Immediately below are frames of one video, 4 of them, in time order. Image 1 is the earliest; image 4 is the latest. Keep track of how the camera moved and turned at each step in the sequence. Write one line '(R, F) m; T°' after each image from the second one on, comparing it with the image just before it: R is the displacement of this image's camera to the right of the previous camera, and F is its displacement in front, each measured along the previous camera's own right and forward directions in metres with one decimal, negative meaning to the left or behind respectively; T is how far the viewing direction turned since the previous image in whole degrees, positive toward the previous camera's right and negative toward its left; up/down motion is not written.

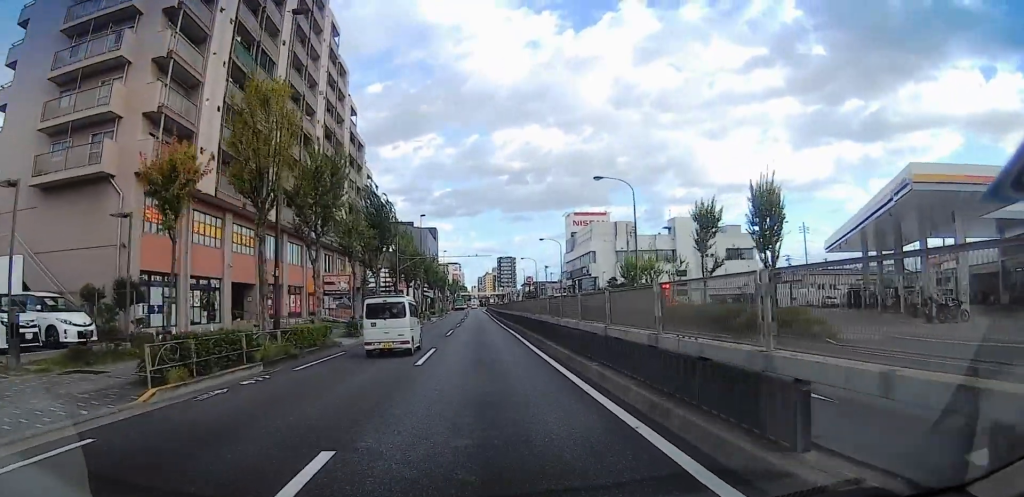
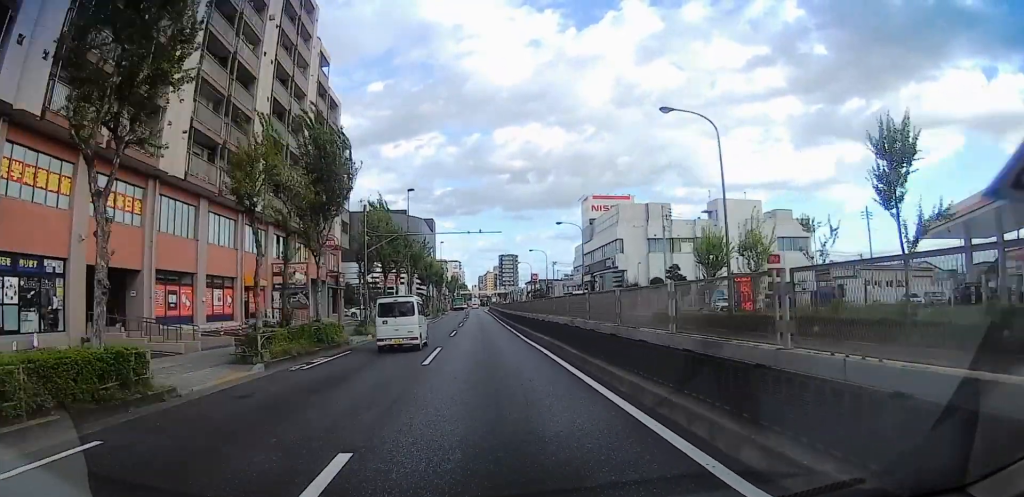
(0.0, +16.4) m; -1°
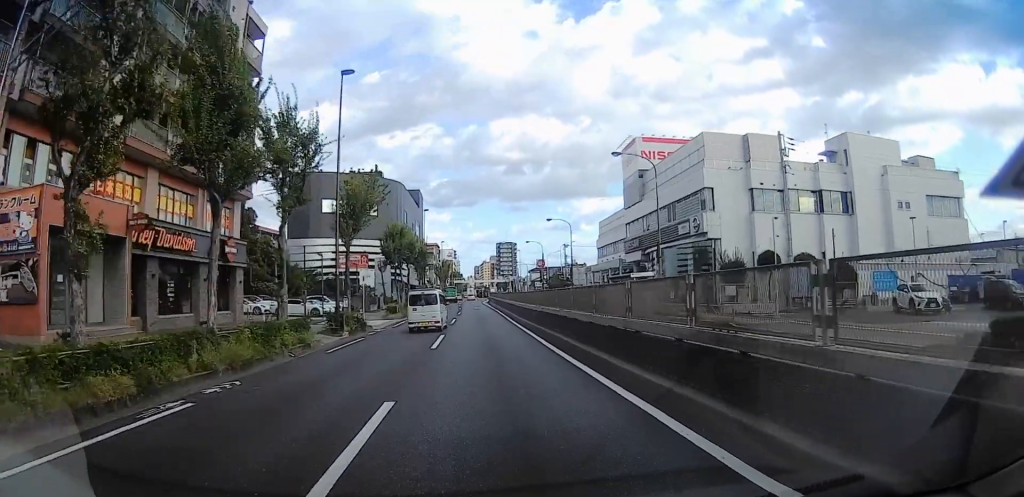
(-1.3, +33.6) m; -3°
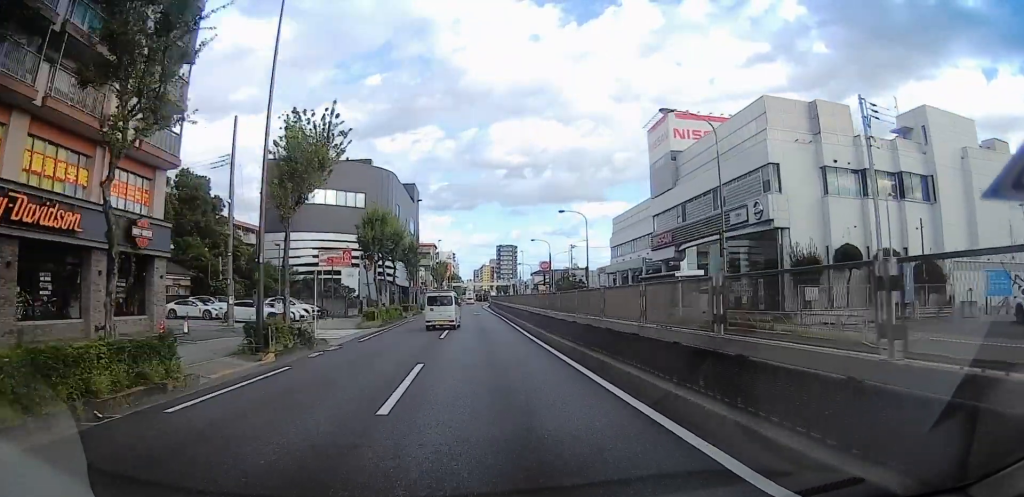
(+0.2, +11.7) m; +1°
